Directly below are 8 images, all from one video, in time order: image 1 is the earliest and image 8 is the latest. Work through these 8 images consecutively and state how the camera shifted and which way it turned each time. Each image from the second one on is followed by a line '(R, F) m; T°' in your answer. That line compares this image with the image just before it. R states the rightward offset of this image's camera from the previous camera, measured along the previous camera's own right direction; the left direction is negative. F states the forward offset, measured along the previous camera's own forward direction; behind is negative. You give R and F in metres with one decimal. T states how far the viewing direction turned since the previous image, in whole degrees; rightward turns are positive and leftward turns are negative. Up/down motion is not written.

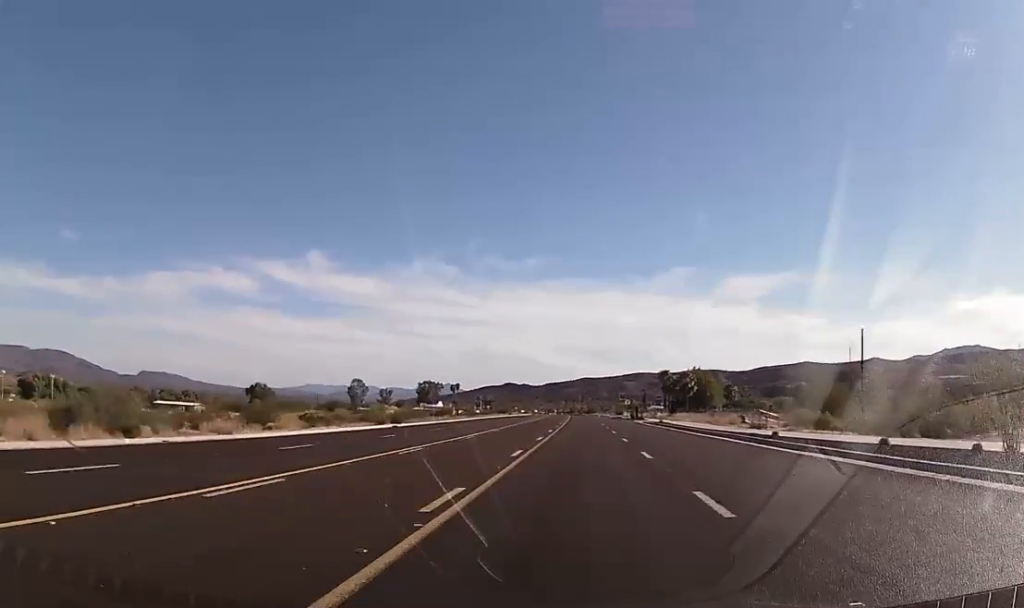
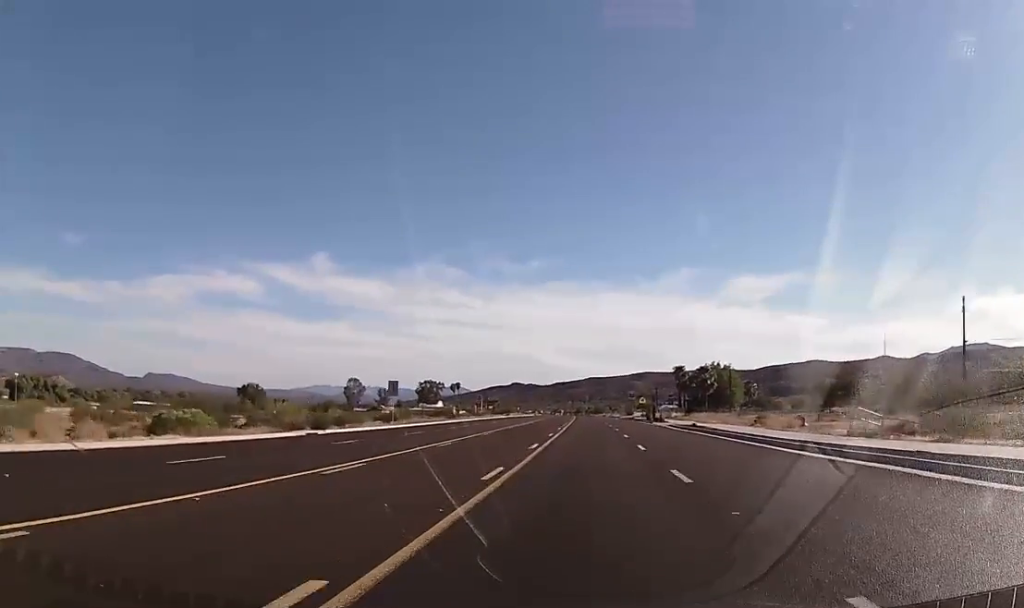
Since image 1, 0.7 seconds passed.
(0.0, +19.6) m; 0°
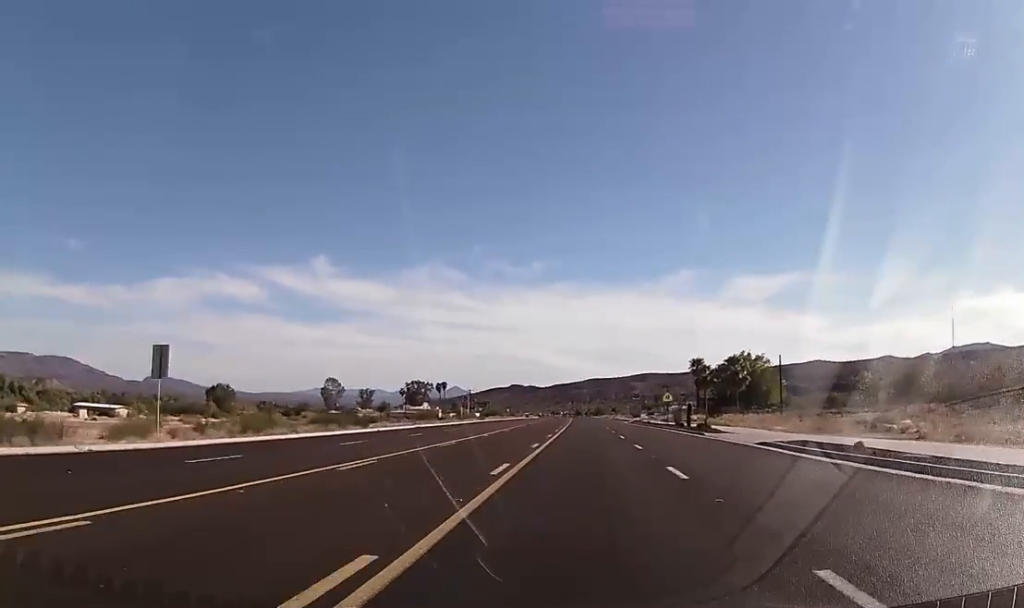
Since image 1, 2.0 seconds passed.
(-0.1, +34.7) m; 0°
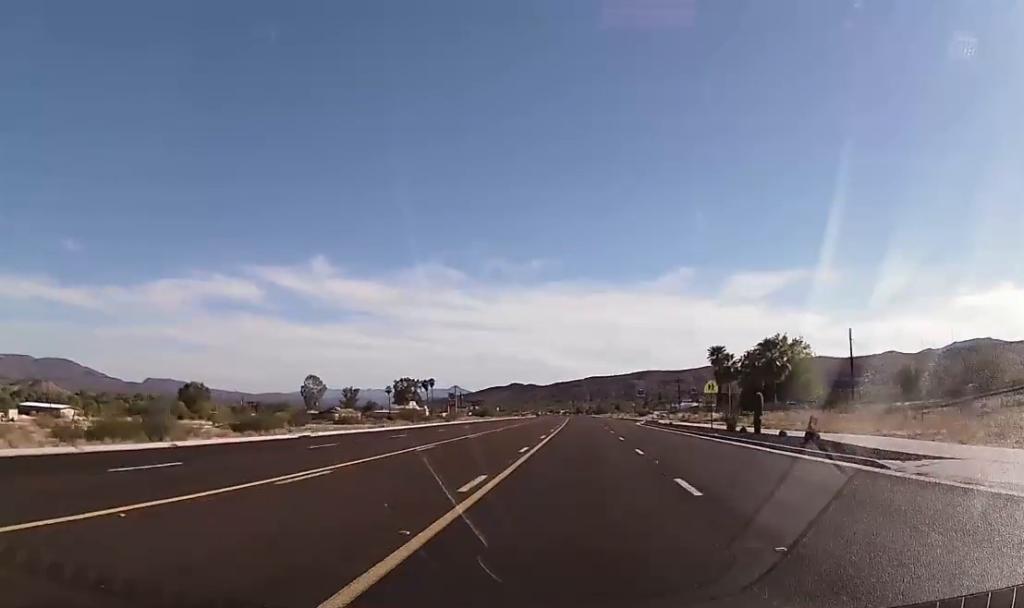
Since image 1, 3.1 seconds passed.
(-0.2, +27.5) m; -1°
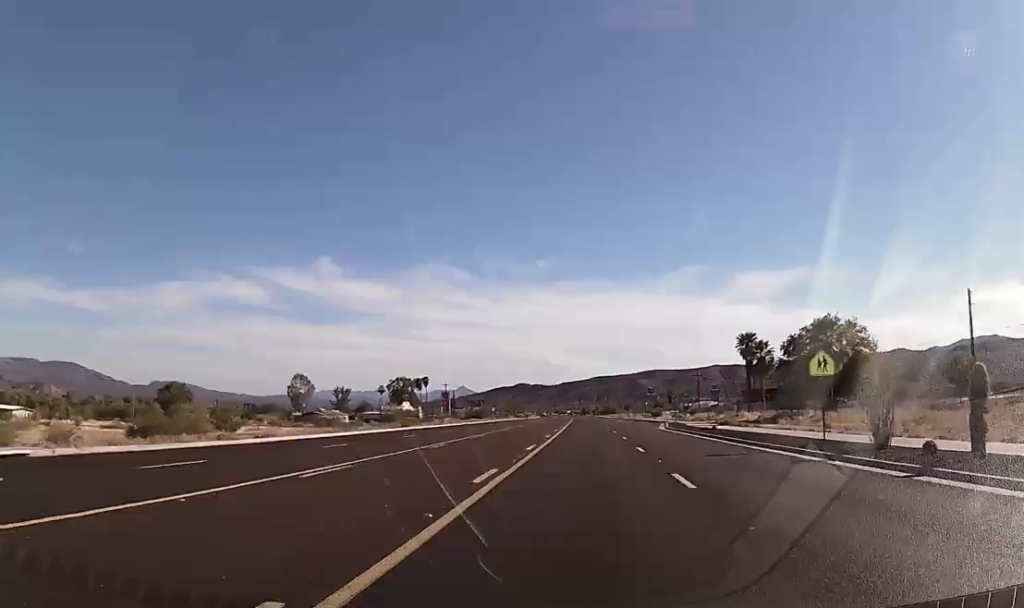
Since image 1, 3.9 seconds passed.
(-0.1, +23.0) m; 0°
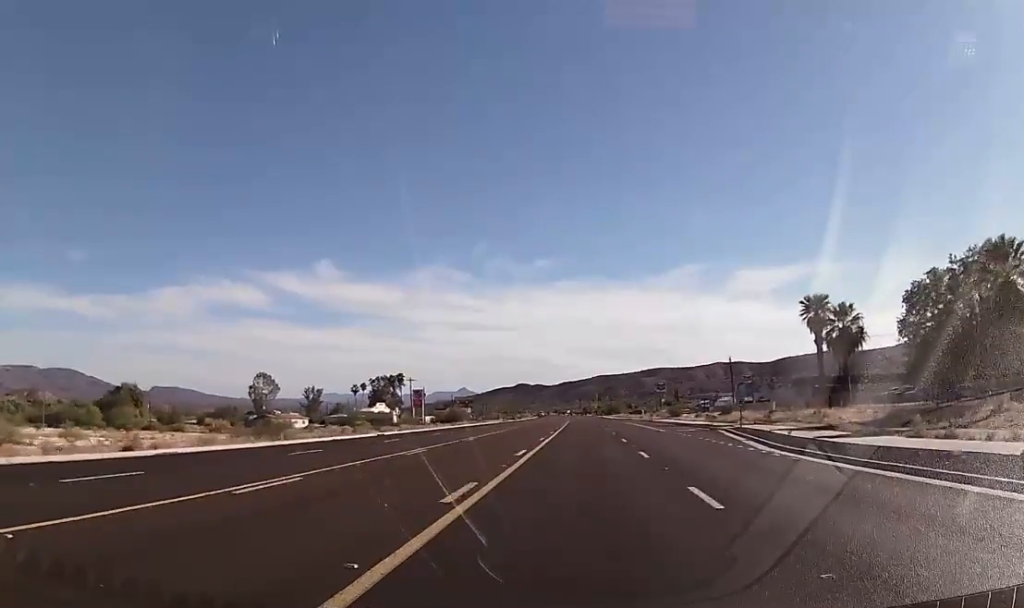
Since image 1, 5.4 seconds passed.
(-0.2, +39.2) m; 0°
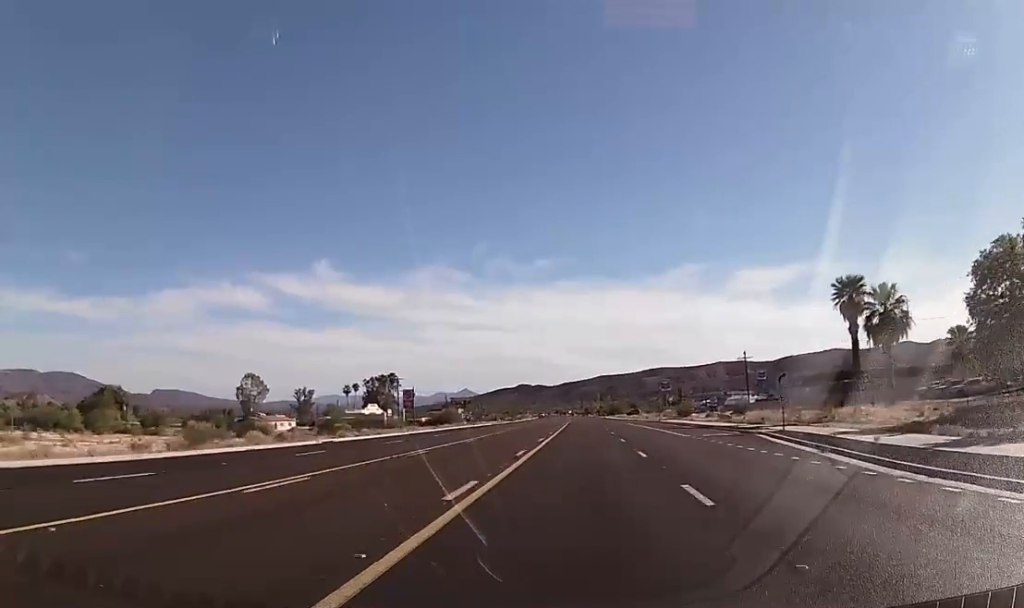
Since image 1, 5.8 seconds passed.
(+0.2, +11.7) m; 0°
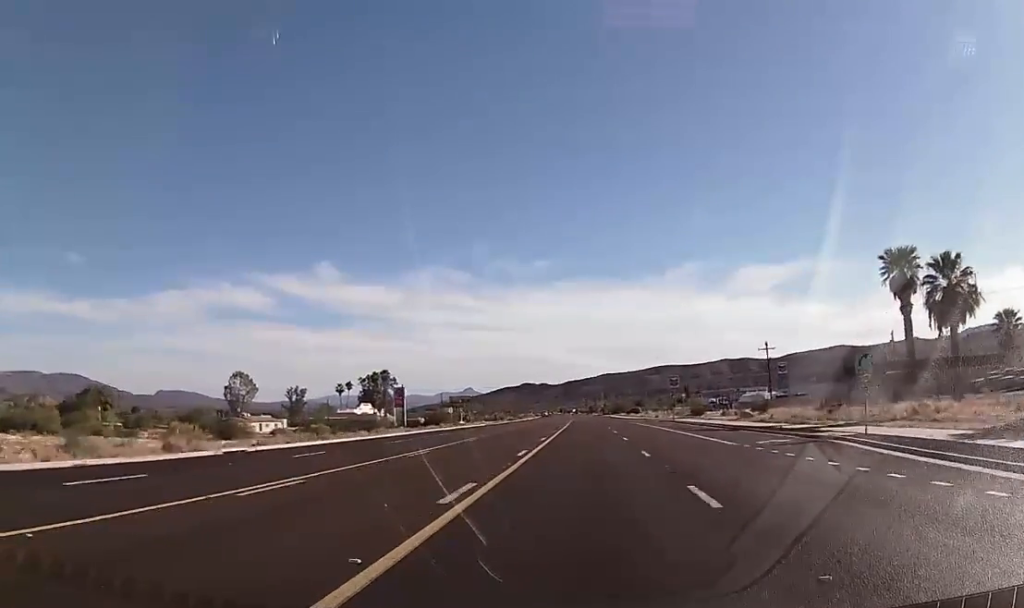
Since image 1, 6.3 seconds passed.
(+0.3, +12.7) m; 0°
